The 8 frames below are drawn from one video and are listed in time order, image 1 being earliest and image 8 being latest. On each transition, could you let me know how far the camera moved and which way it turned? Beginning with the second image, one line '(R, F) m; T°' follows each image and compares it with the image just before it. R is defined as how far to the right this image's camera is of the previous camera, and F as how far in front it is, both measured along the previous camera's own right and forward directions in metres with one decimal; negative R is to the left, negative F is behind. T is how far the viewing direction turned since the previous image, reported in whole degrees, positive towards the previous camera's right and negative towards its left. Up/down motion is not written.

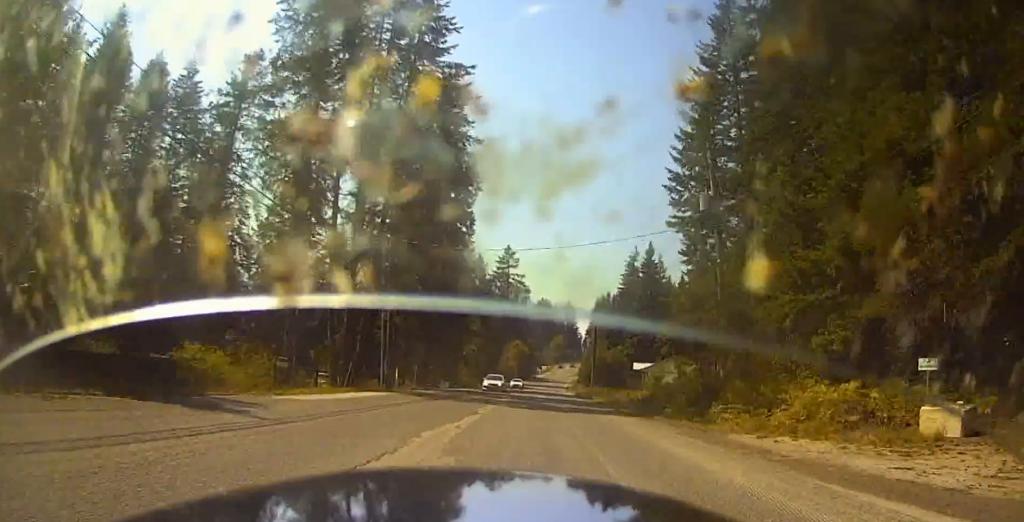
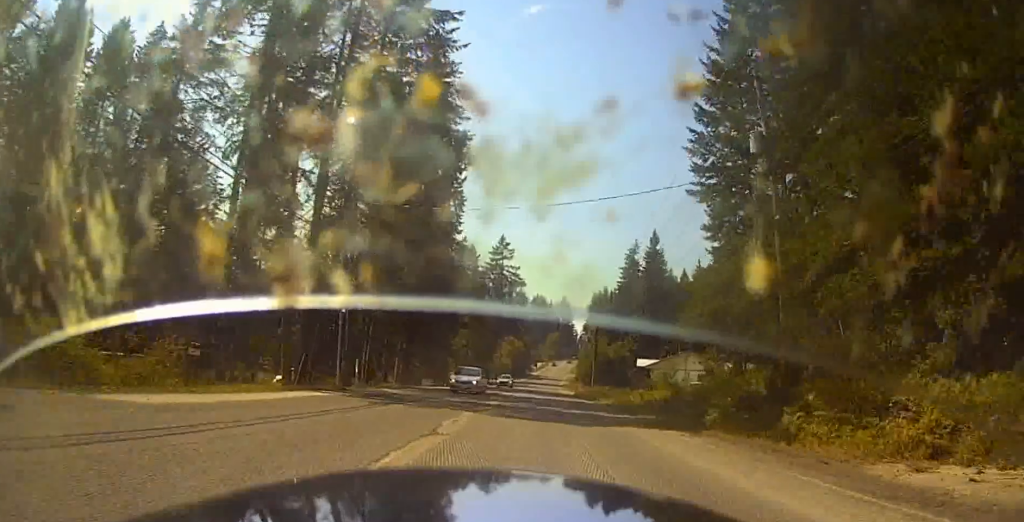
(-0.3, +7.6) m; 0°
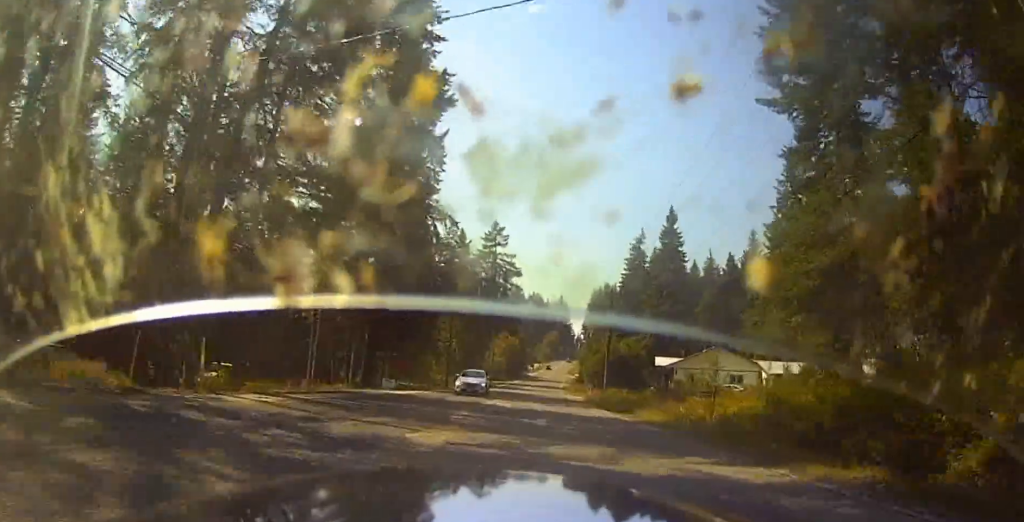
(+0.1, +14.2) m; +3°
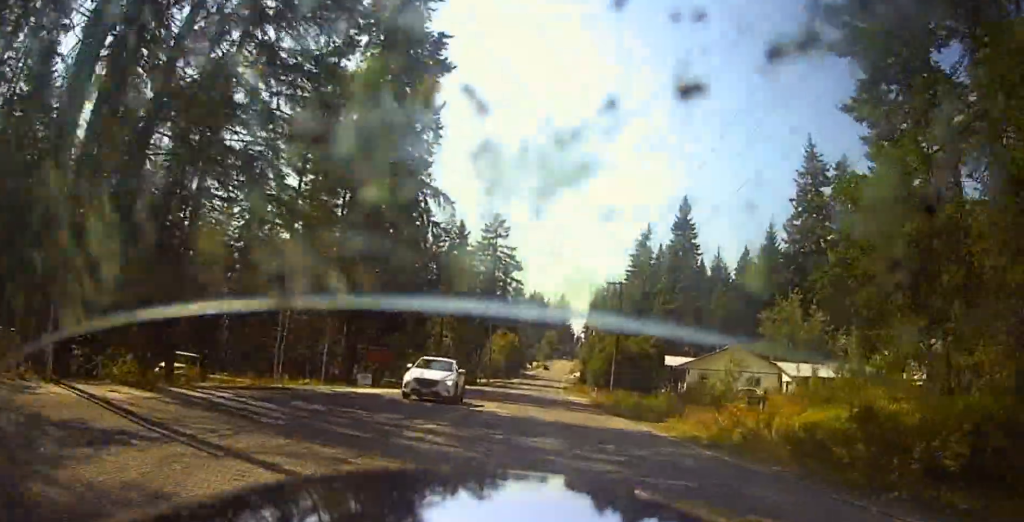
(0.0, +5.8) m; +2°
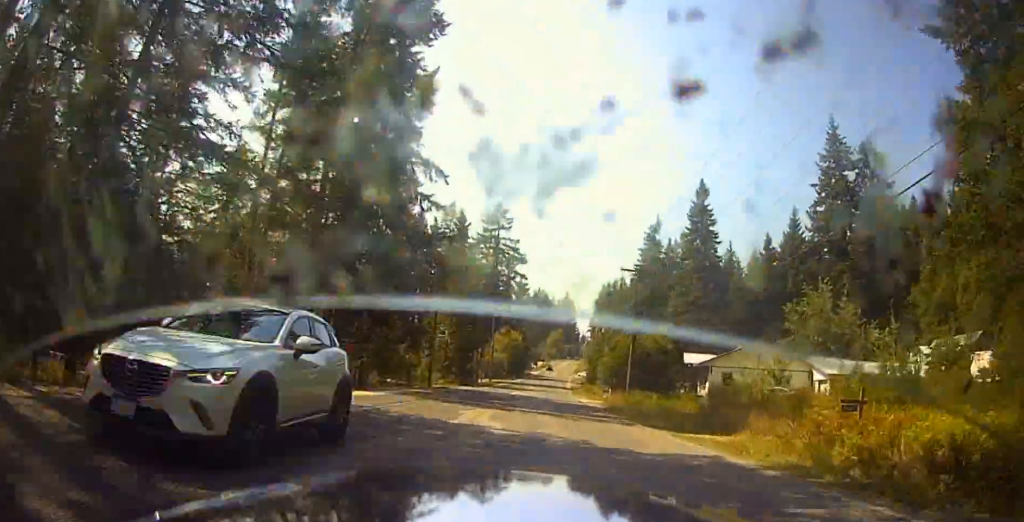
(+0.3, +6.2) m; 0°
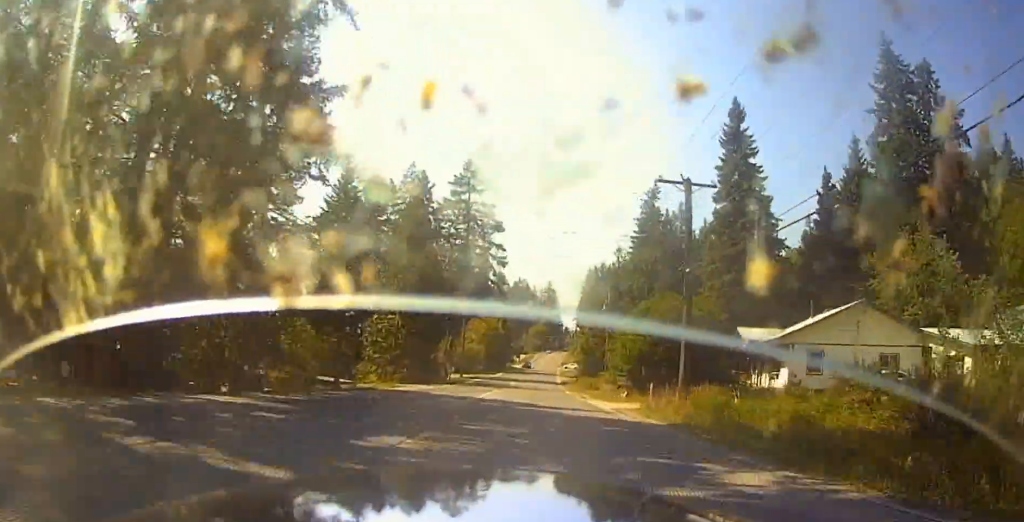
(-0.3, +19.8) m; 0°
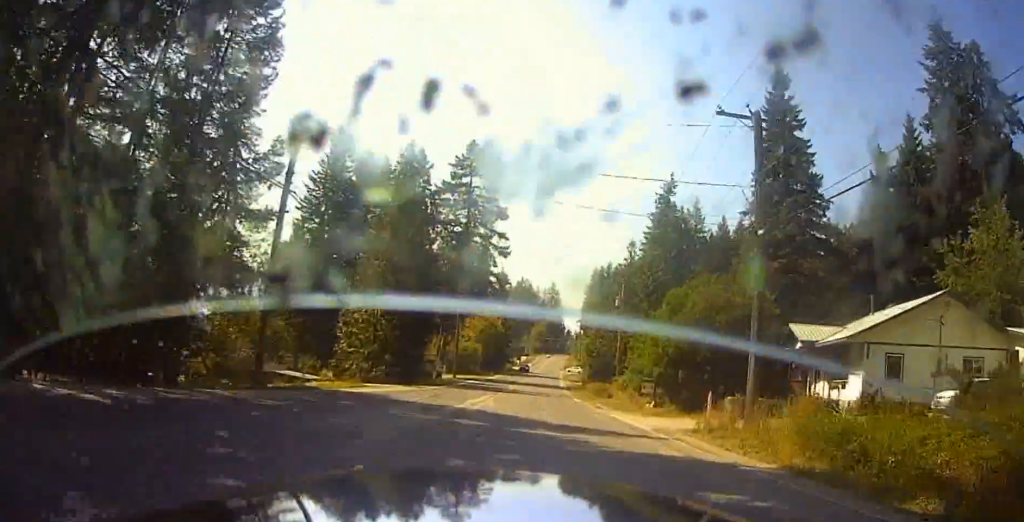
(+0.3, +8.3) m; 0°
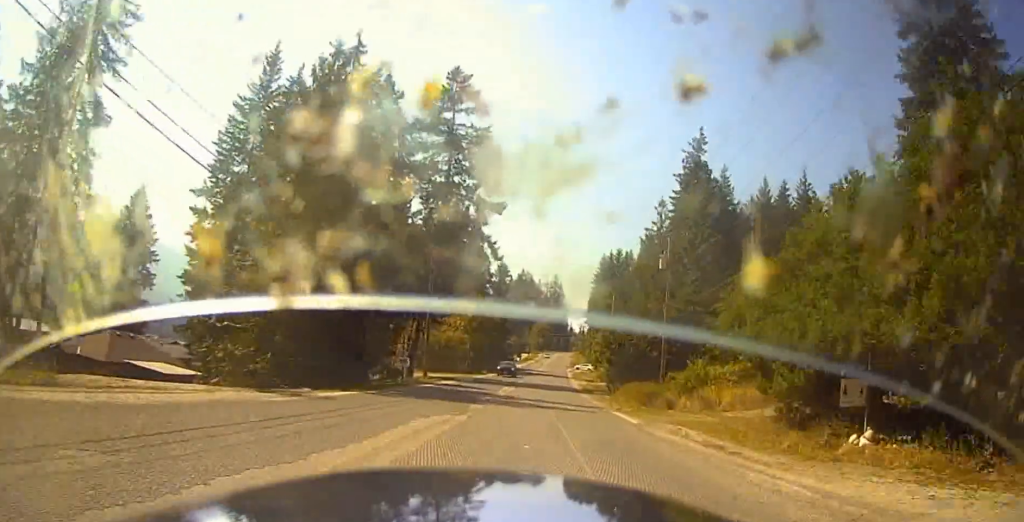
(-0.2, +20.3) m; +1°
